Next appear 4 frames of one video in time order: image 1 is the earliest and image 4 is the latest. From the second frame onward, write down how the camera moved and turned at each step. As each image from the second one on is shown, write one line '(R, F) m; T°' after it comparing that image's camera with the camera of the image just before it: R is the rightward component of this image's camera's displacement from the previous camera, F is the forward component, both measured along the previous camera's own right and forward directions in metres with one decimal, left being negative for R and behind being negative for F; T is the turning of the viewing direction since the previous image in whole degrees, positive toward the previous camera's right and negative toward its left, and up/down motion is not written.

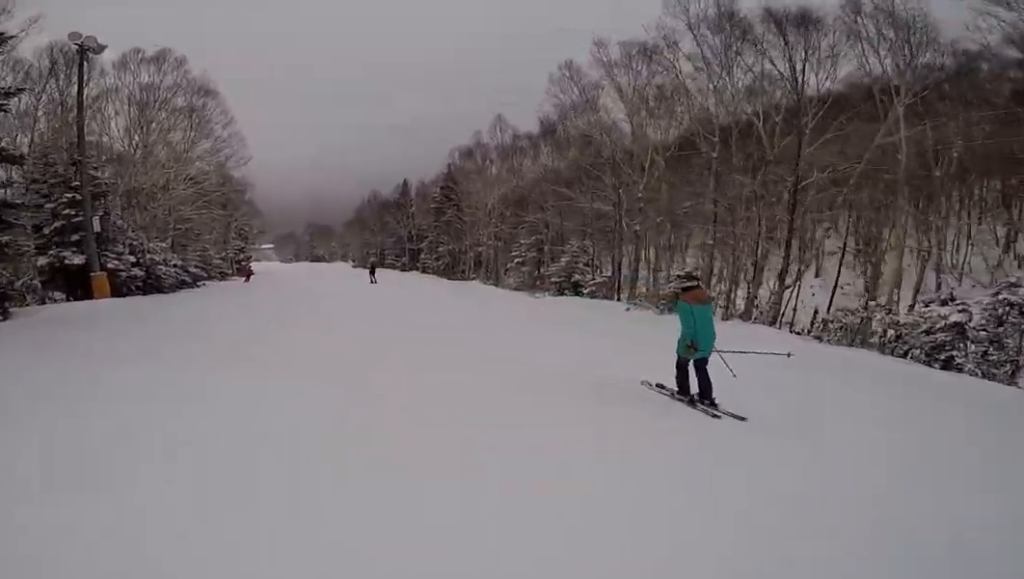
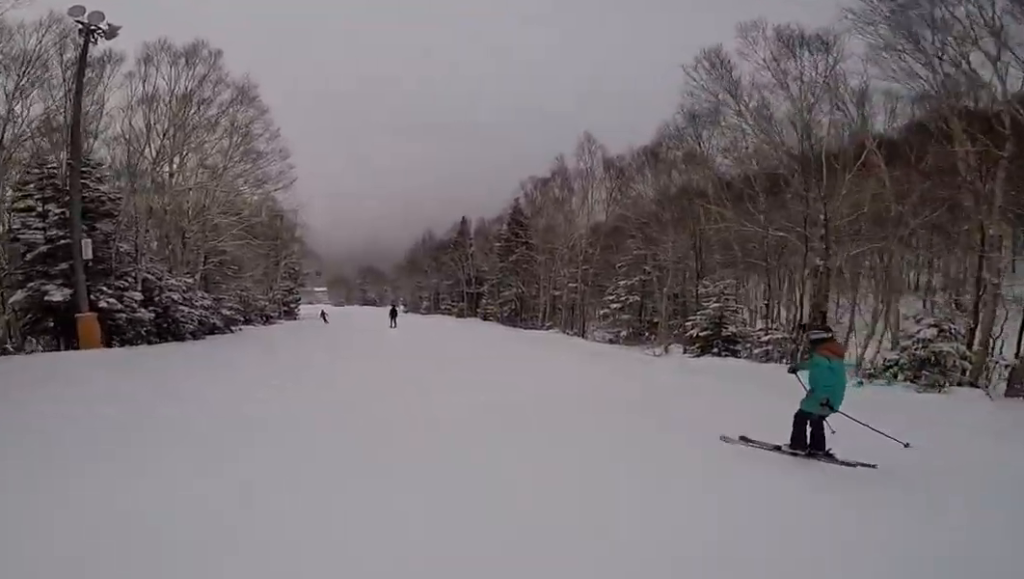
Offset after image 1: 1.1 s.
(+1.6, +6.7) m; +7°
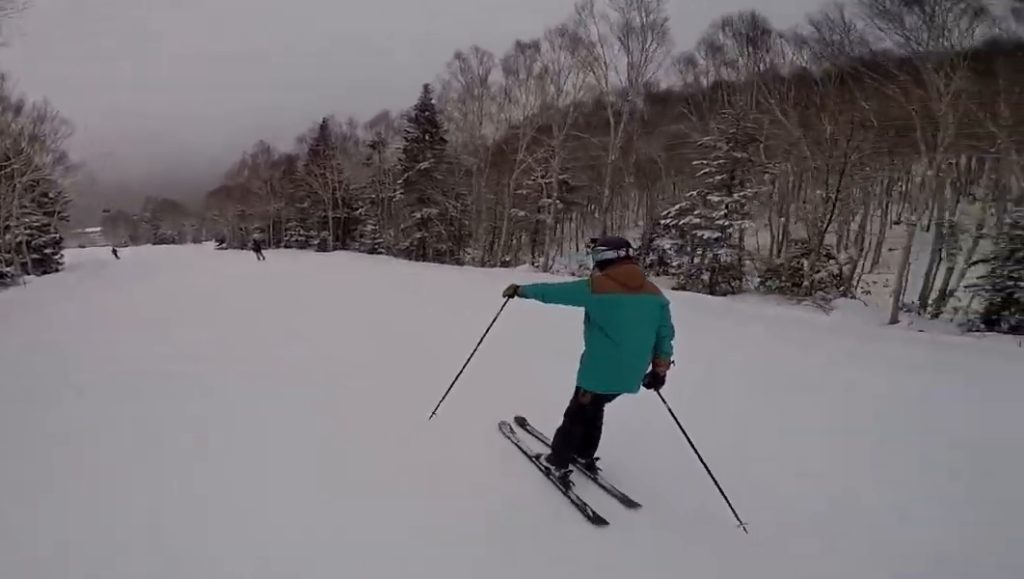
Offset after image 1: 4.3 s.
(-2.4, +19.1) m; +2°
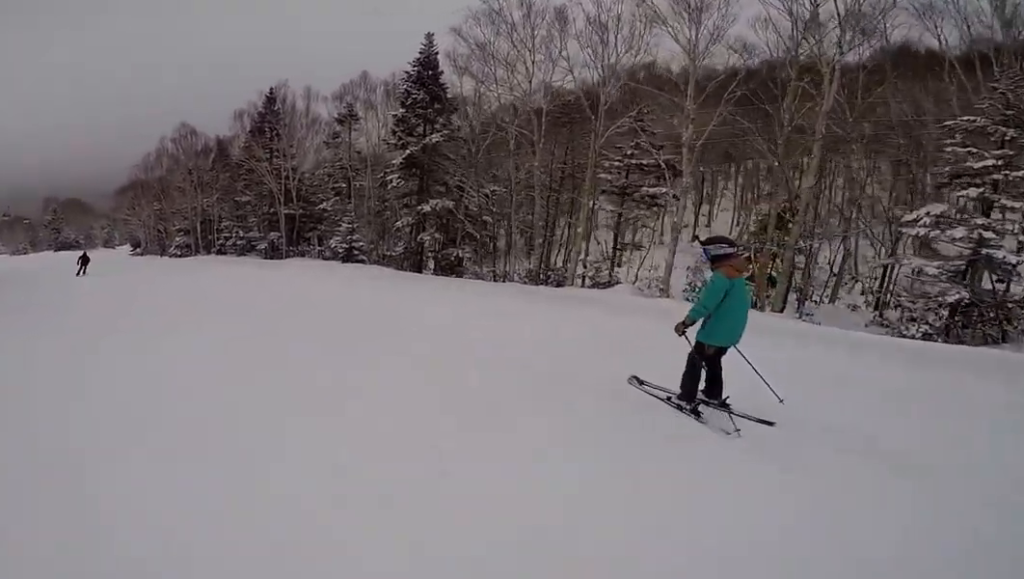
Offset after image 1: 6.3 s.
(+1.9, +11.3) m; +1°
